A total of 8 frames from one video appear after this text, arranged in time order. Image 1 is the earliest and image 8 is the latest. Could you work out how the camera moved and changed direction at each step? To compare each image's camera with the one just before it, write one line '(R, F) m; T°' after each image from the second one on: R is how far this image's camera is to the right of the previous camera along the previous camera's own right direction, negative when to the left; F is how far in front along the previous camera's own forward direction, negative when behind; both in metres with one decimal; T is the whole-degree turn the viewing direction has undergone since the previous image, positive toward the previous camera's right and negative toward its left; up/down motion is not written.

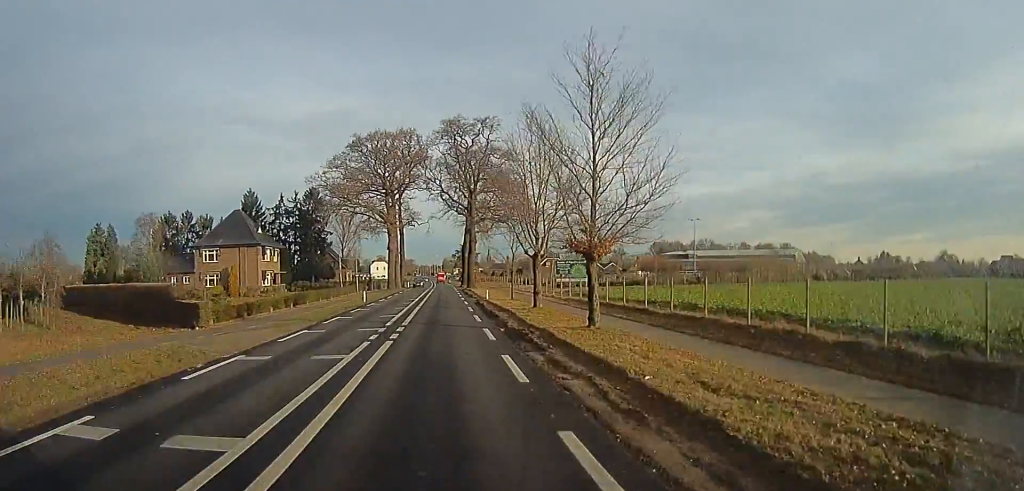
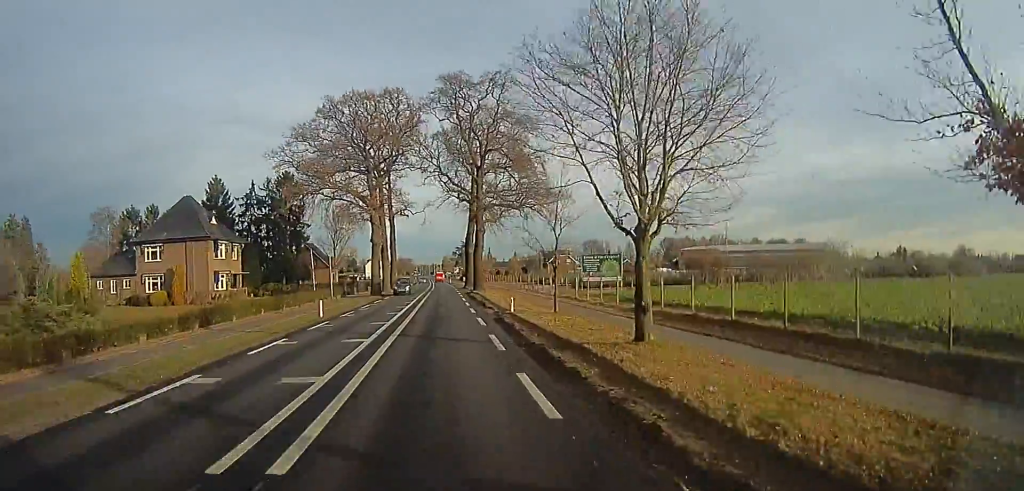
(0.0, +14.4) m; 0°
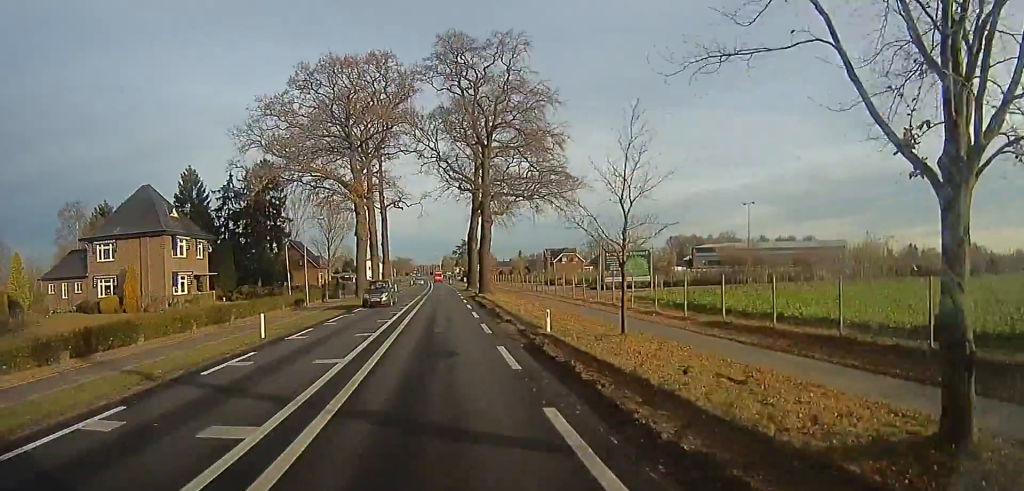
(0.0, +8.7) m; 0°
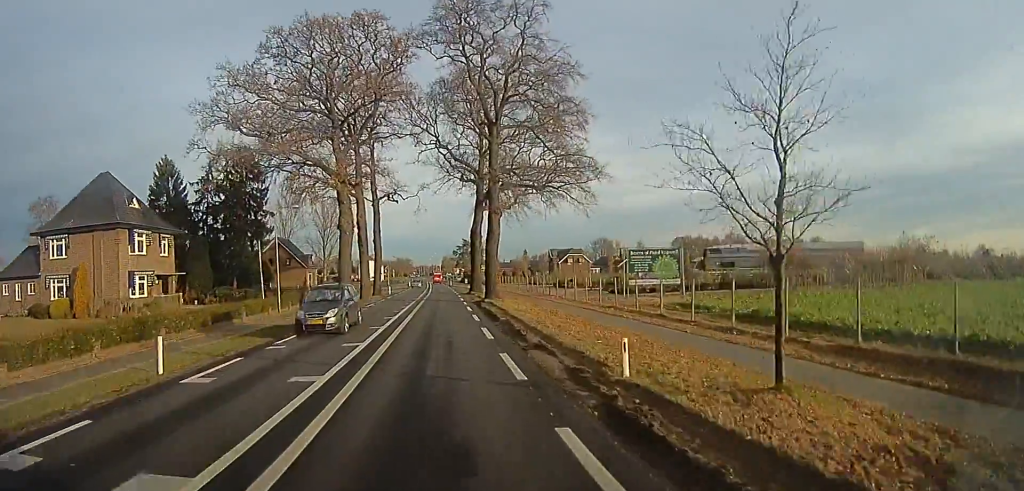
(0.0, +6.9) m; 0°
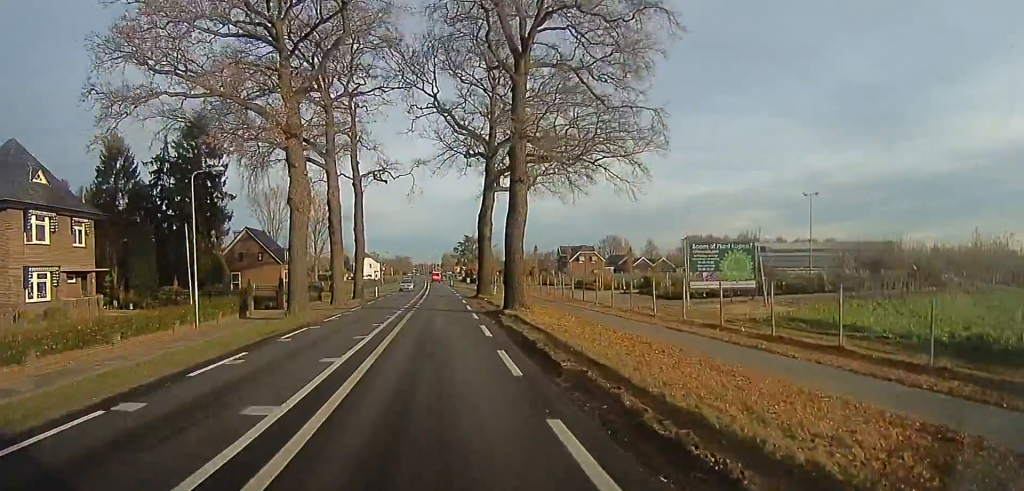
(0.0, +11.6) m; 0°
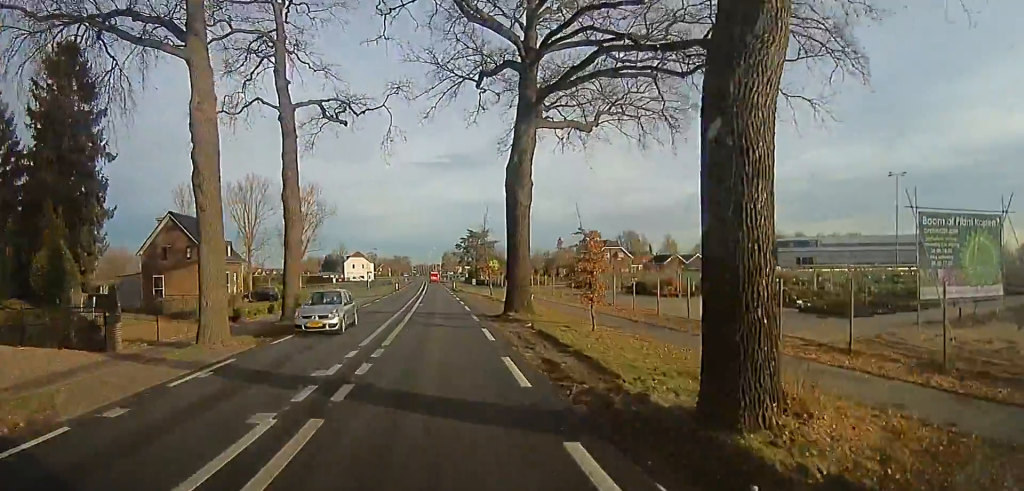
(0.0, +18.9) m; 0°
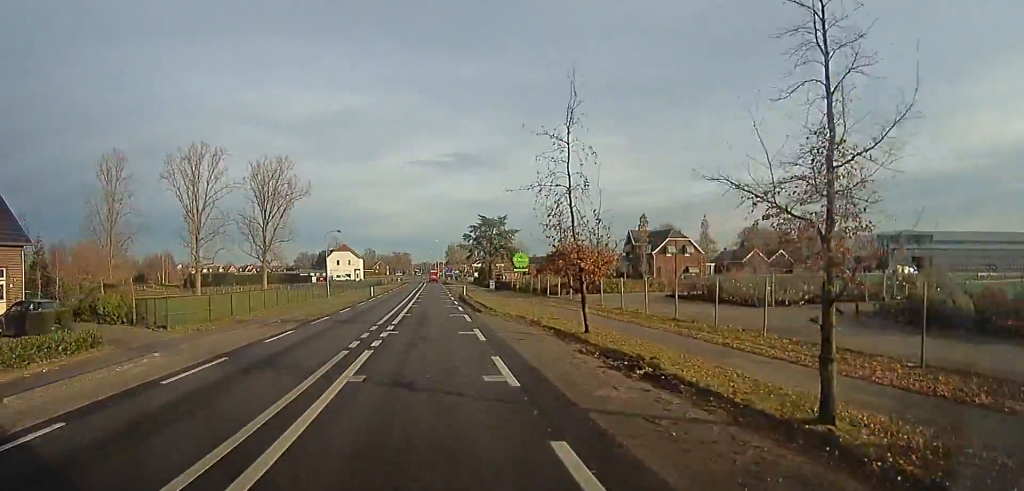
(-0.5, +30.2) m; -2°
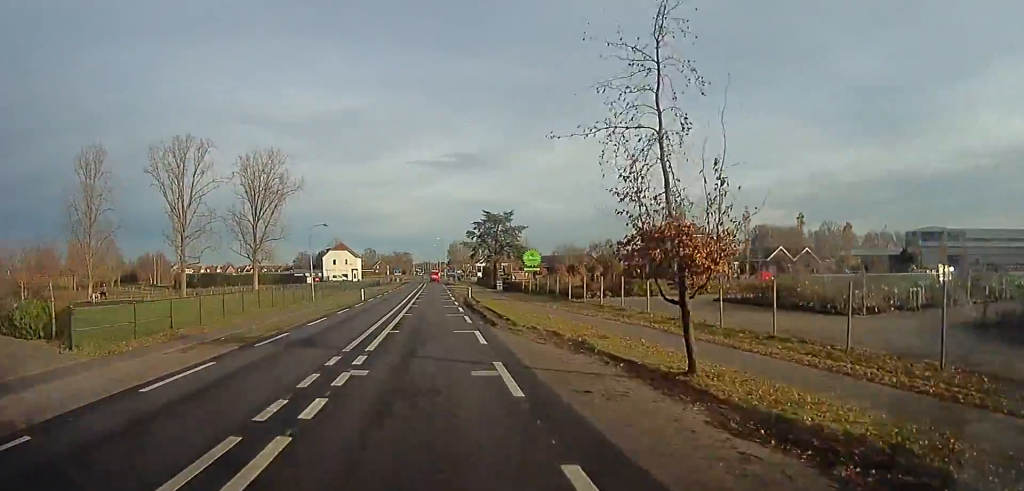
(-0.3, +6.7) m; 0°
